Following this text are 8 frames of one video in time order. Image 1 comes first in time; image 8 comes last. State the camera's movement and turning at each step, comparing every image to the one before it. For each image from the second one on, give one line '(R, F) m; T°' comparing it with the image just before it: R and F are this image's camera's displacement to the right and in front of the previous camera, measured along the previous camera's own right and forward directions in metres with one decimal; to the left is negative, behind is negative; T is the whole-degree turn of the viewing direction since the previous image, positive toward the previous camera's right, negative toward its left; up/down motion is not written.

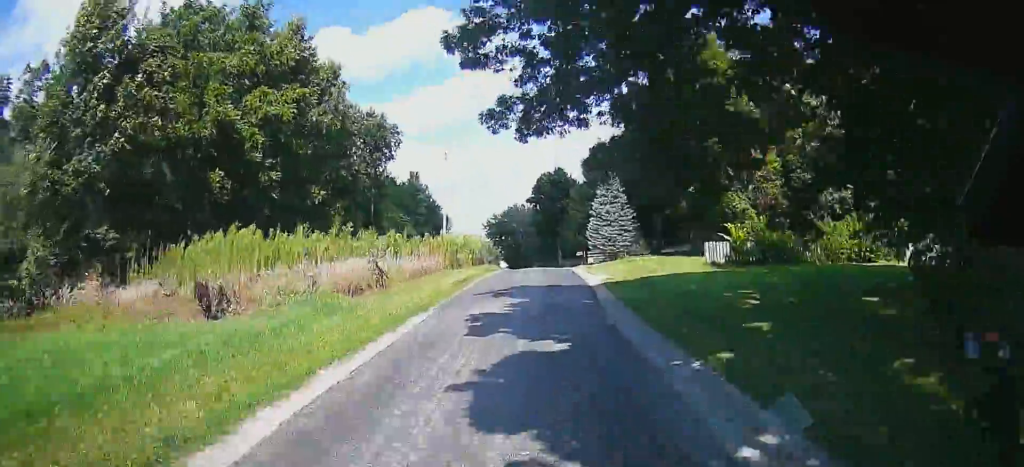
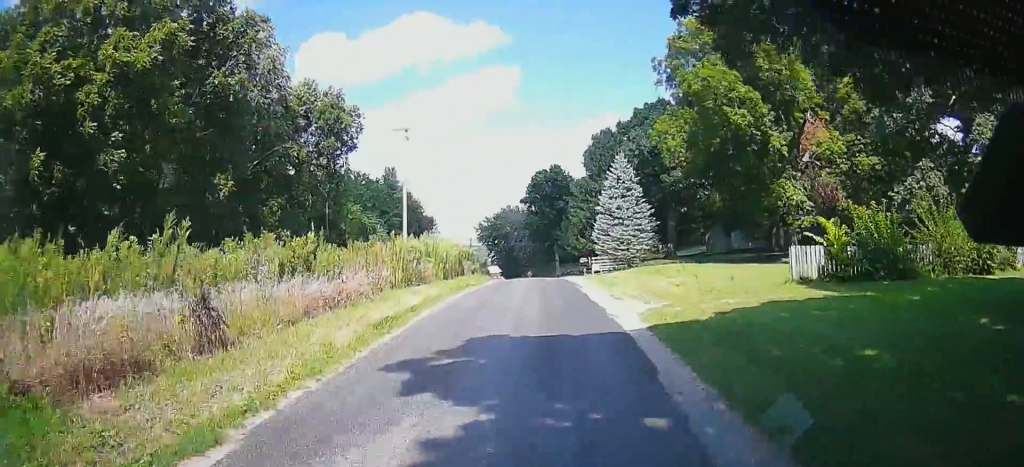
(0.0, +11.7) m; 0°
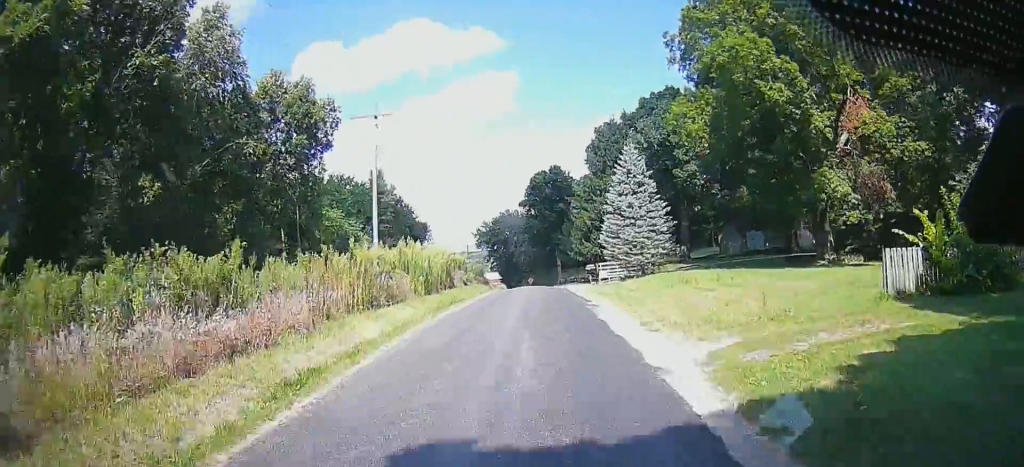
(0.0, +6.1) m; 0°
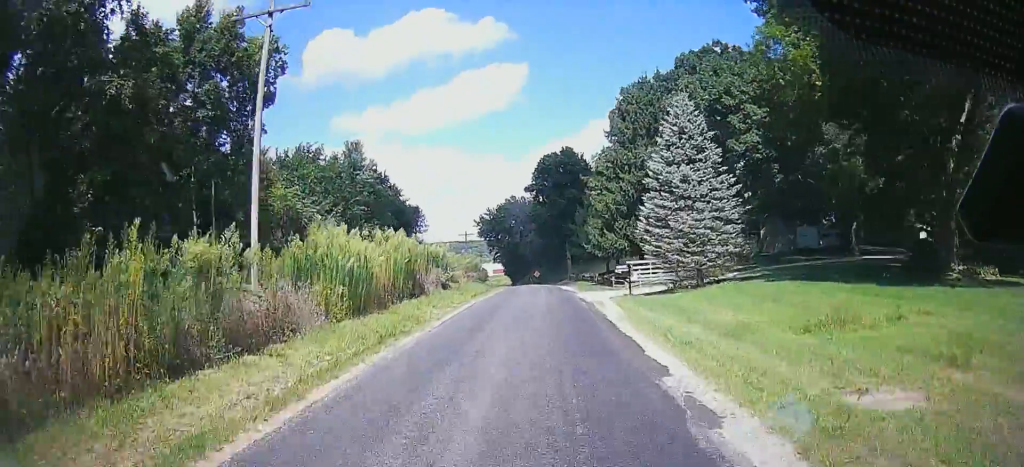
(-0.1, +13.3) m; 0°
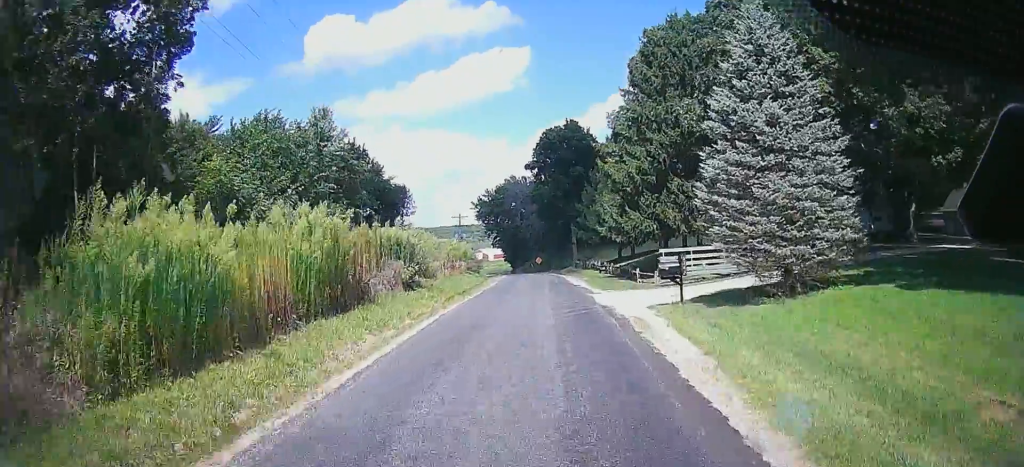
(+0.1, +10.3) m; 0°
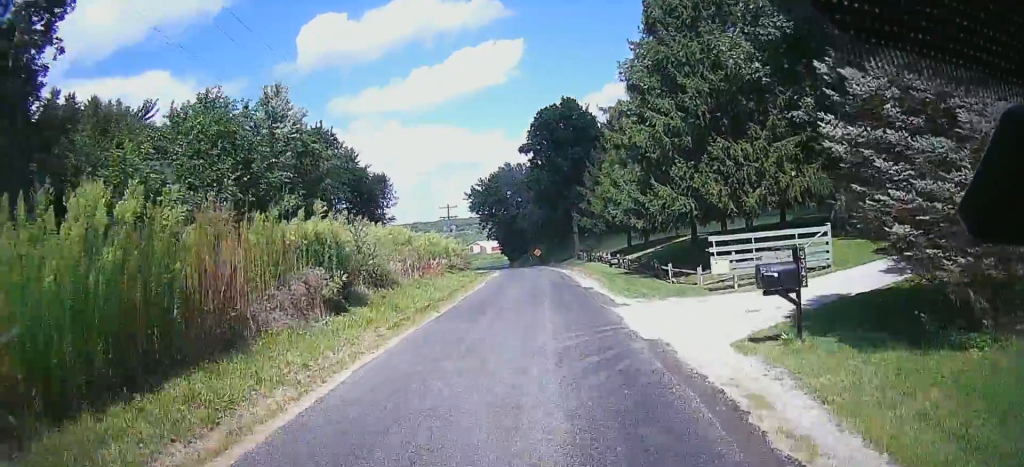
(+0.1, +9.0) m; -1°
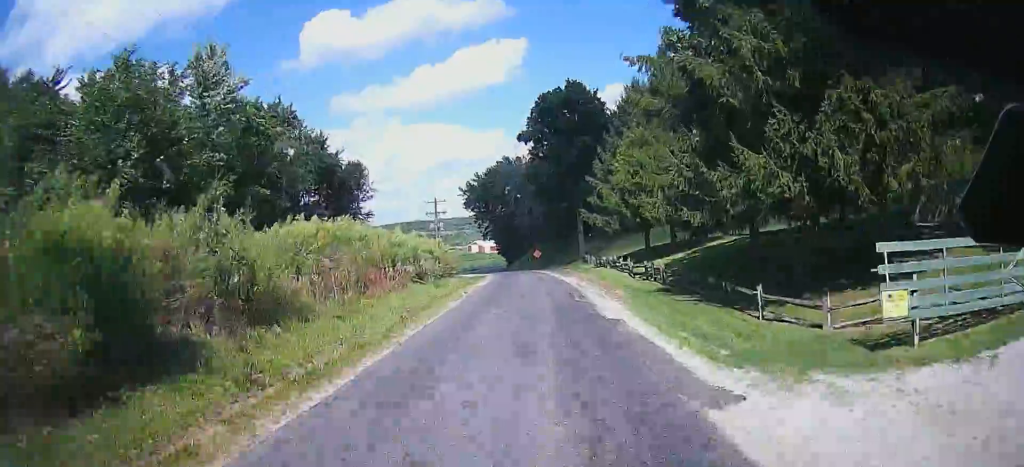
(-0.3, +10.5) m; -2°
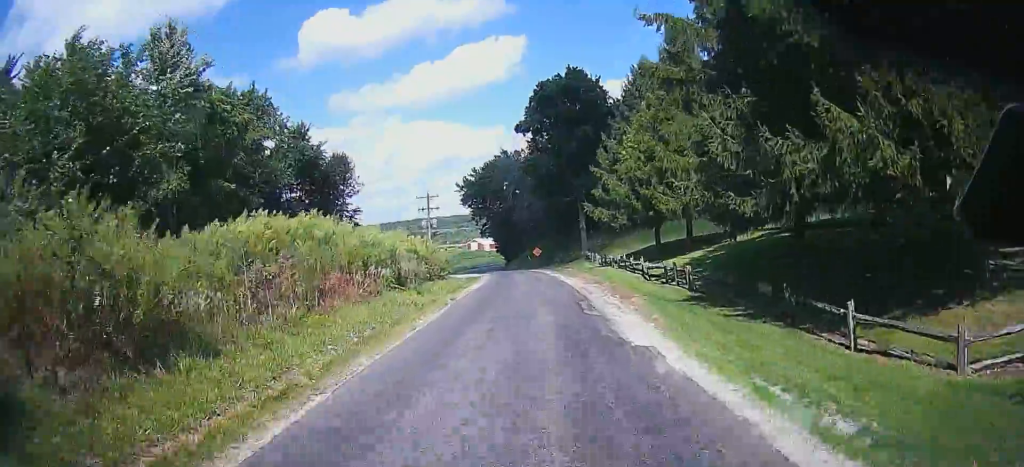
(0.0, +4.6) m; 0°
